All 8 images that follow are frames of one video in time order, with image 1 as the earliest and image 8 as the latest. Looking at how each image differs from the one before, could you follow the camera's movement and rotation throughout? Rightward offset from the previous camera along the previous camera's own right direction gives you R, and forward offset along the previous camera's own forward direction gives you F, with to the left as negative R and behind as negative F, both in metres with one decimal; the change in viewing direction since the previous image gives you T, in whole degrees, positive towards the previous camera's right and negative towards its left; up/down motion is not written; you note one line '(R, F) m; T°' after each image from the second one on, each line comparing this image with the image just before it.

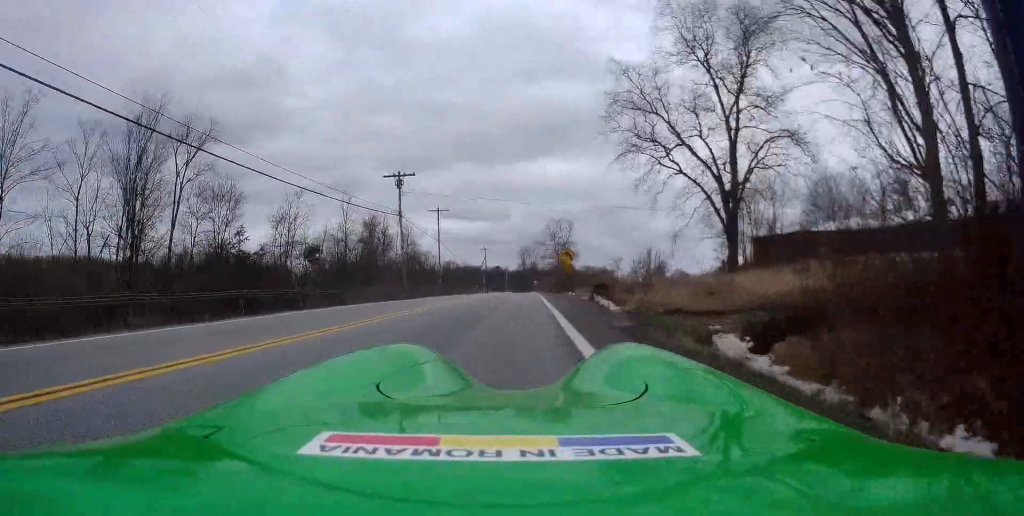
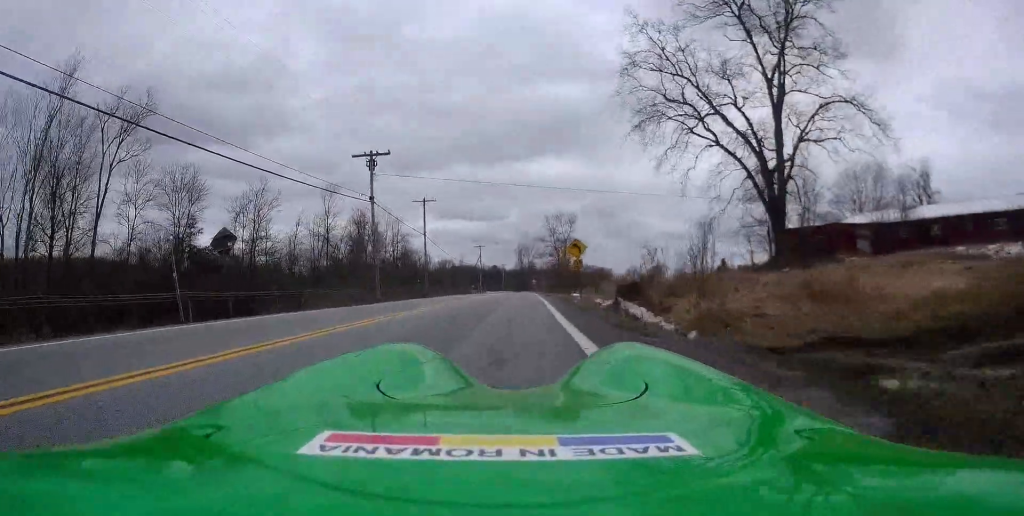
(0.0, +7.6) m; -1°
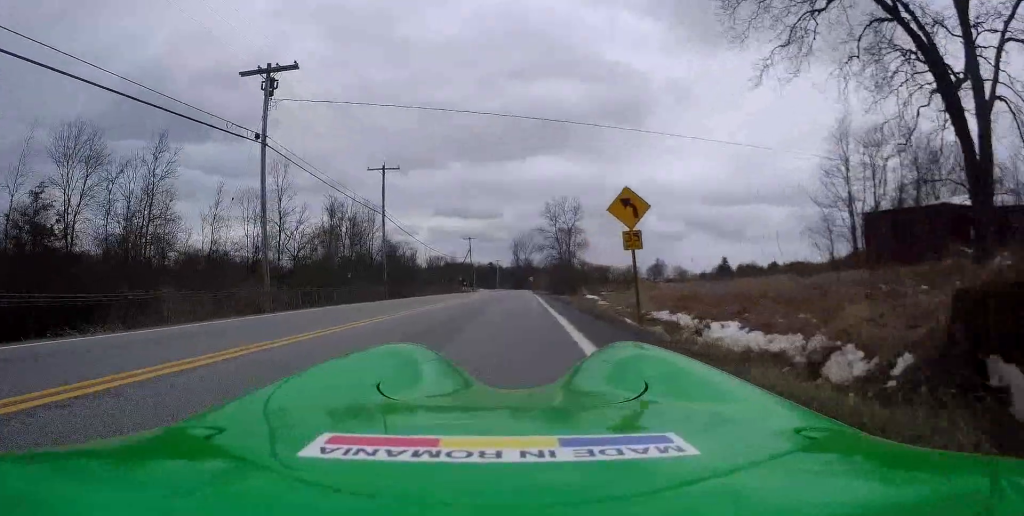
(-0.2, +16.1) m; +1°
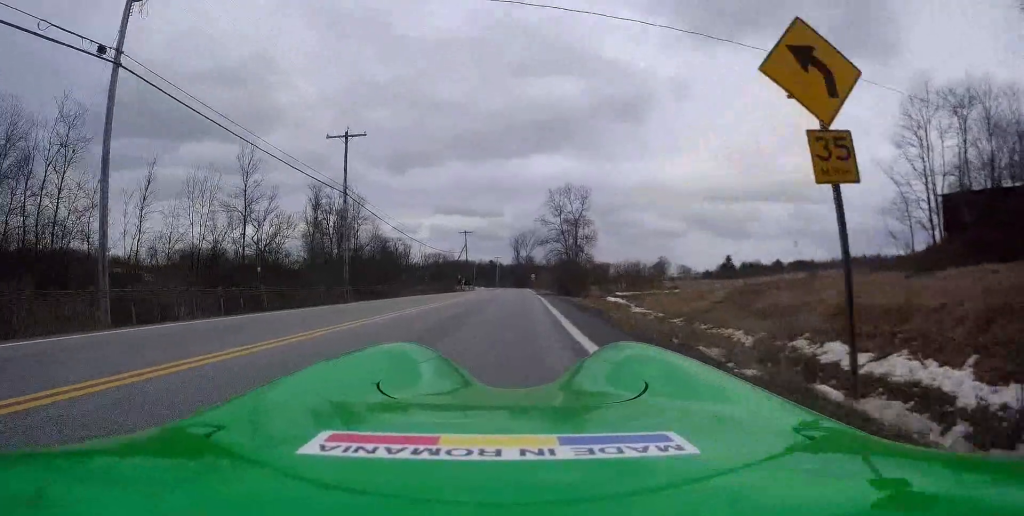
(+0.6, +9.4) m; 0°
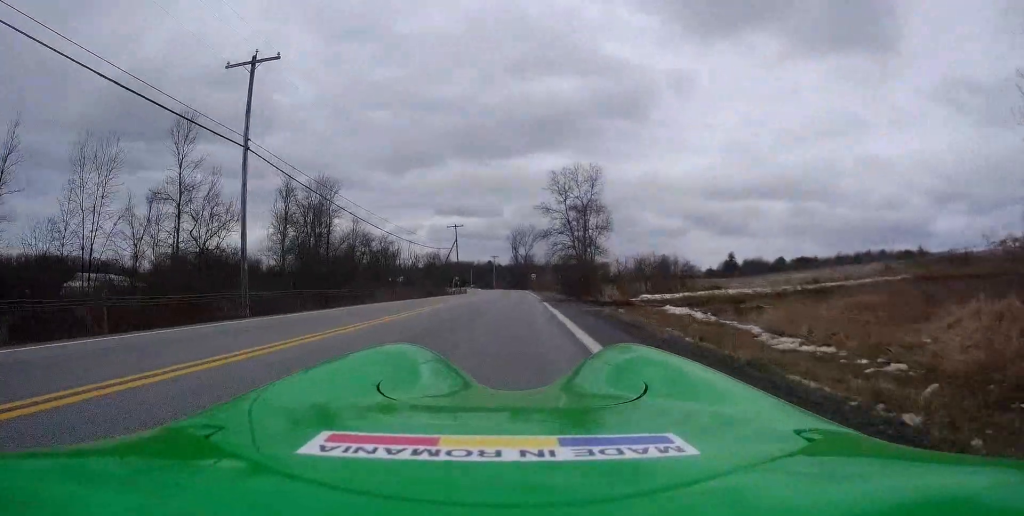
(-0.6, +12.1) m; 0°
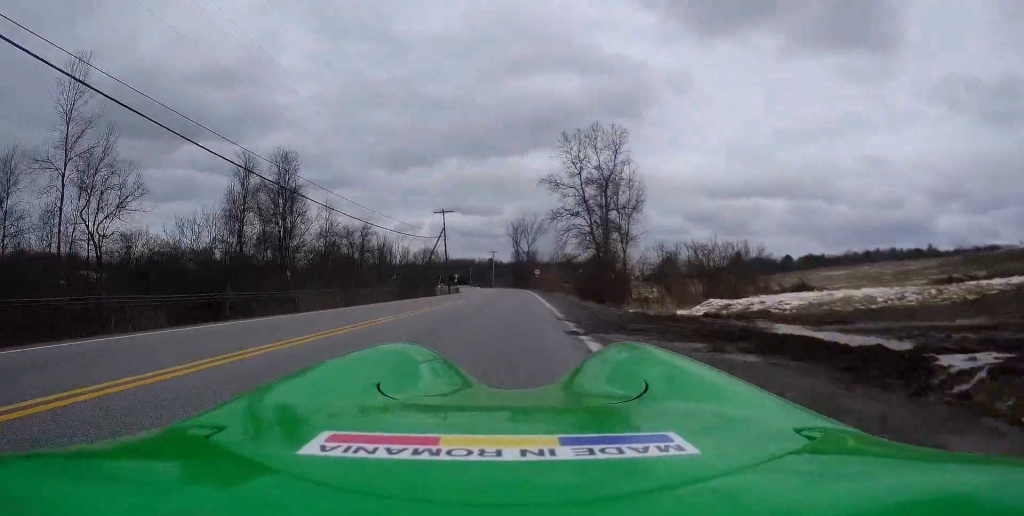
(+0.3, +14.8) m; -1°
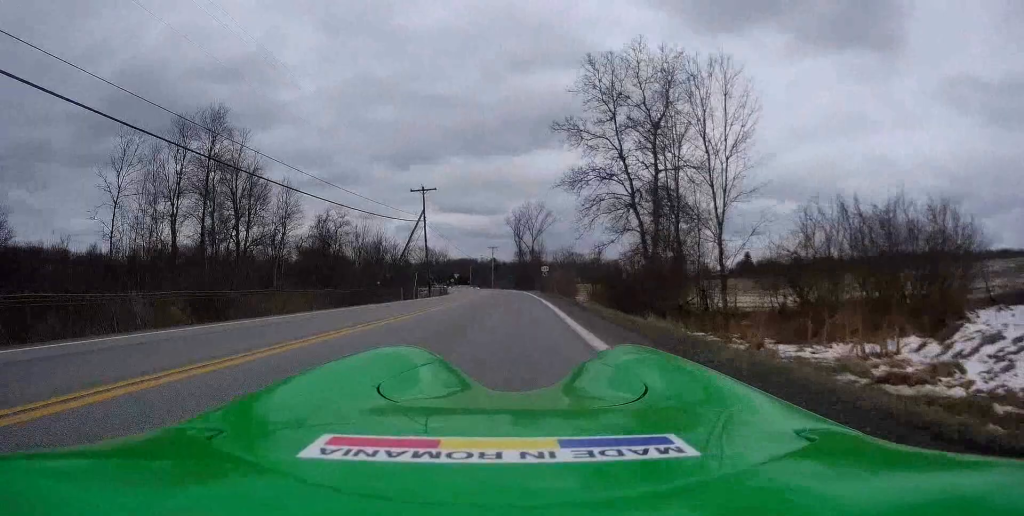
(-0.1, +16.8) m; -1°
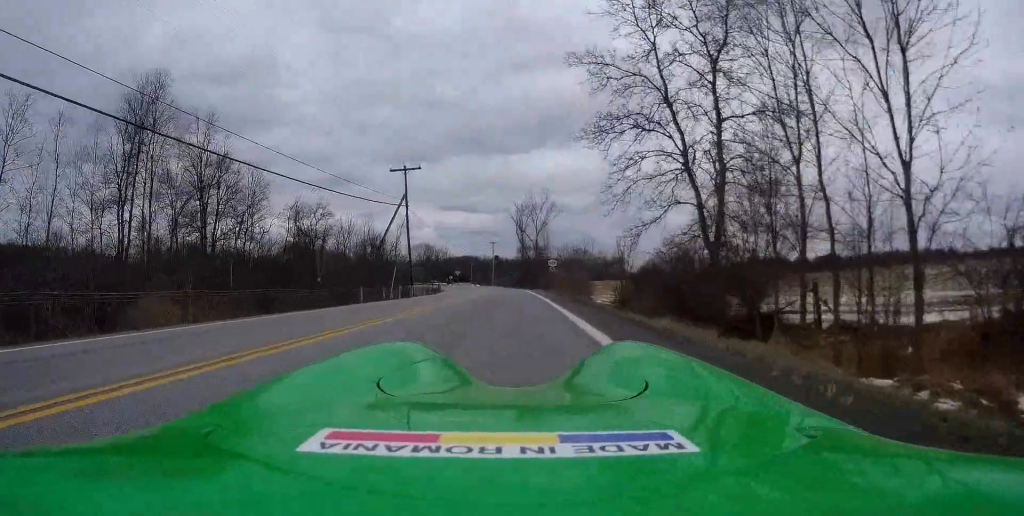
(-0.3, +9.8) m; 0°
